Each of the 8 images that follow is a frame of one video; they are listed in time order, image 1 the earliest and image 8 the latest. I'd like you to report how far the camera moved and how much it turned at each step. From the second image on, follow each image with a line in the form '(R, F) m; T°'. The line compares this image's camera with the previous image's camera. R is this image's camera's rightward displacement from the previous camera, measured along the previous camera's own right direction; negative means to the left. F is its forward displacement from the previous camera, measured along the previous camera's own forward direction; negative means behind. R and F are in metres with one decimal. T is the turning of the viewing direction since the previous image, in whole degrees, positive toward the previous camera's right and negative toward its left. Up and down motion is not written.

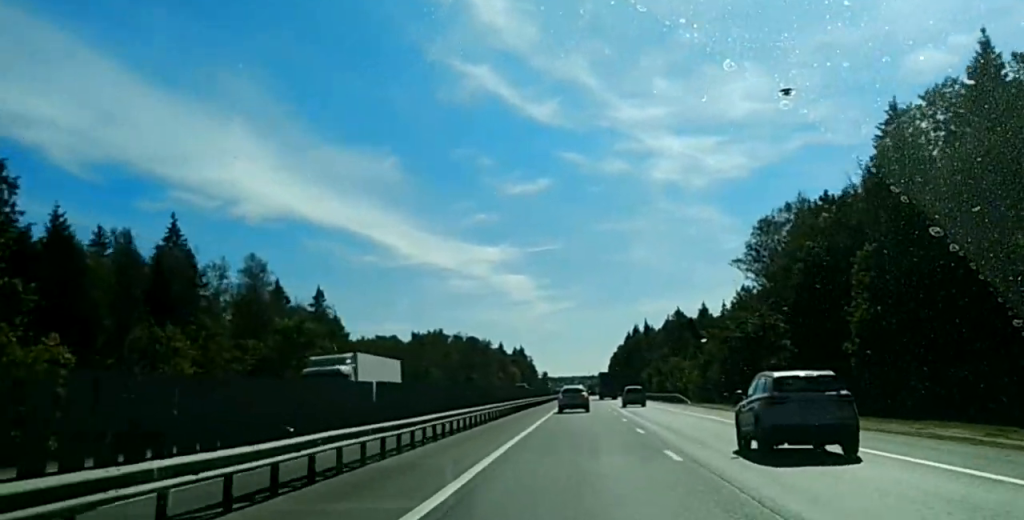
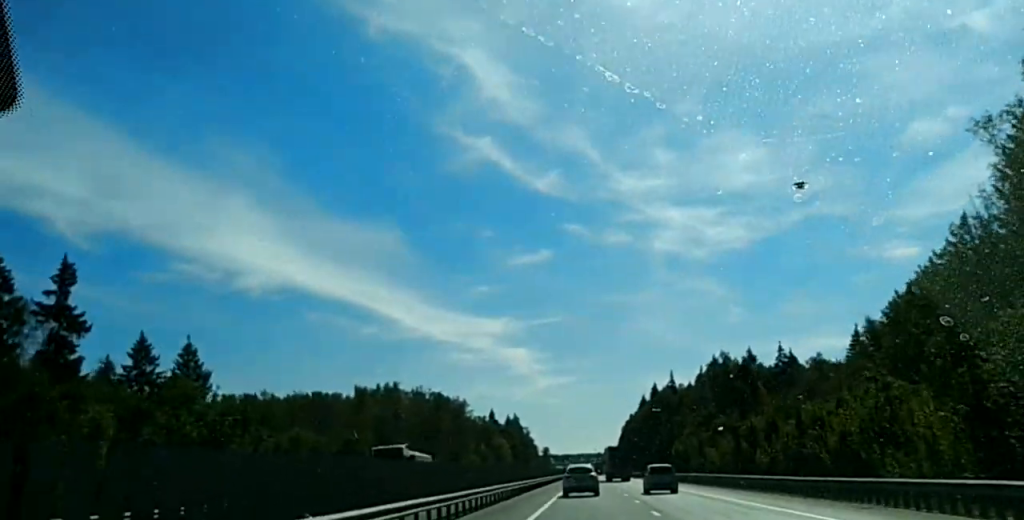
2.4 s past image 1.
(+0.8, +80.3) m; +1°
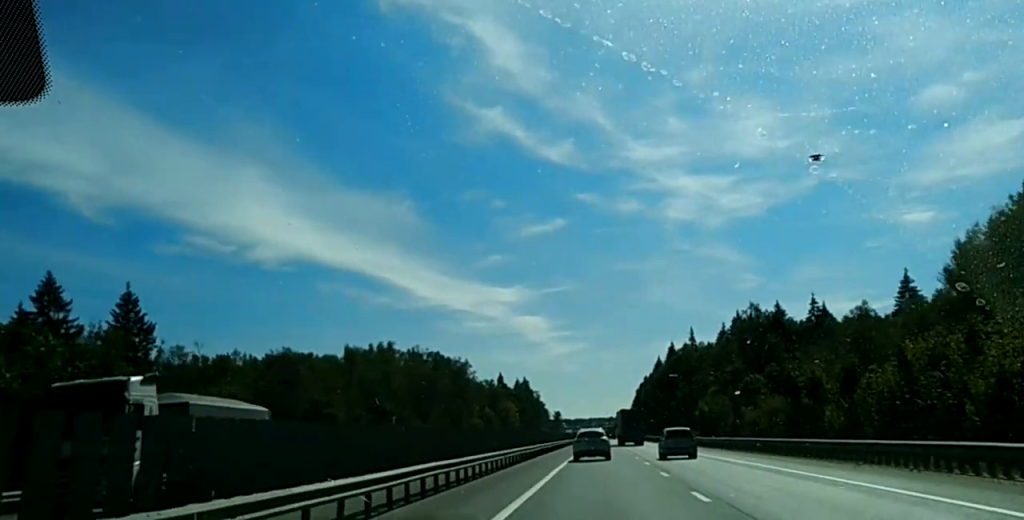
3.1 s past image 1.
(0.0, +21.5) m; +1°
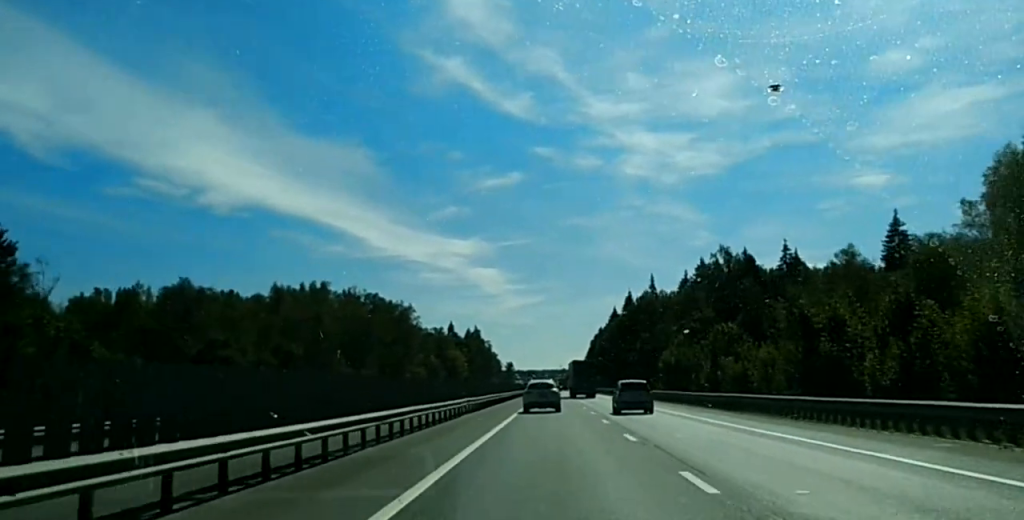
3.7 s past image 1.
(0.0, +18.8) m; 0°
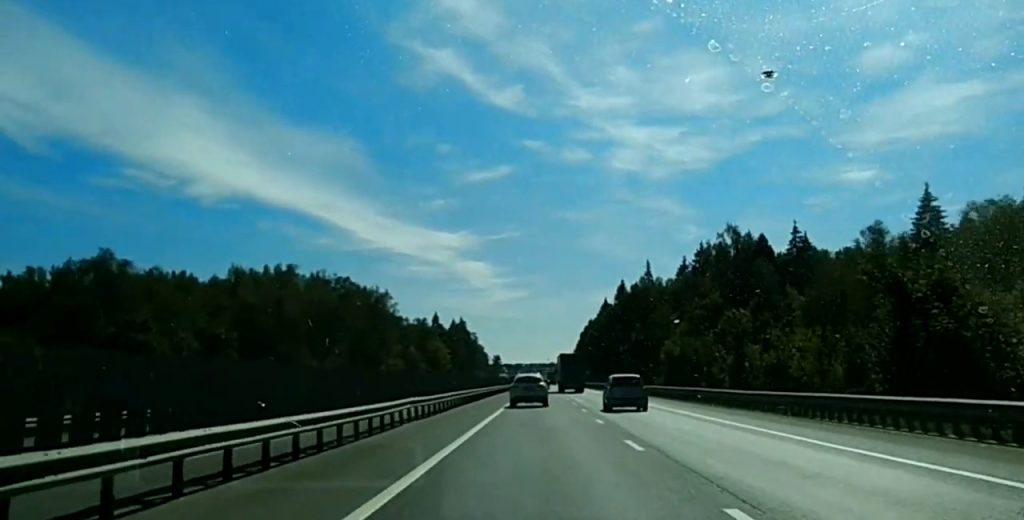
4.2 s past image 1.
(+0.2, +15.9) m; 0°
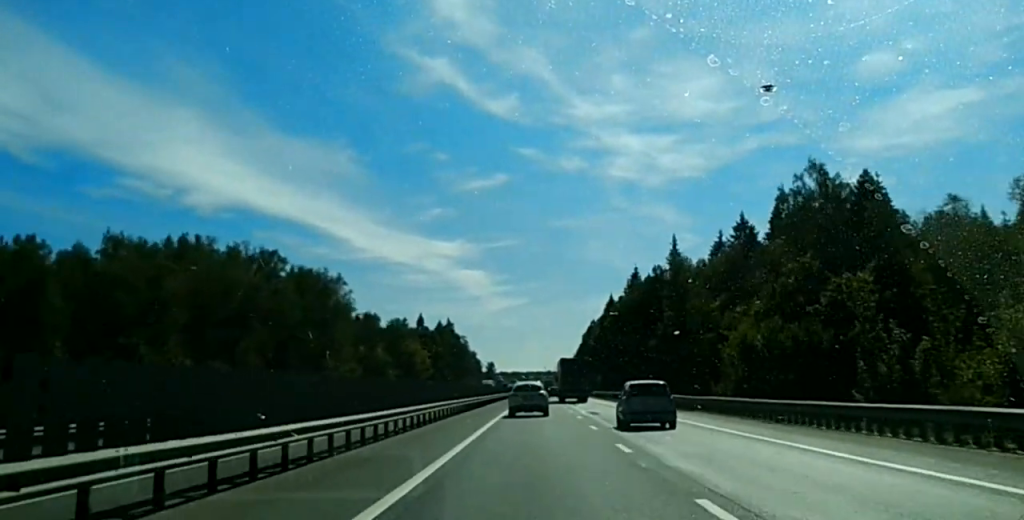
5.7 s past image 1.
(-0.2, +43.2) m; -1°
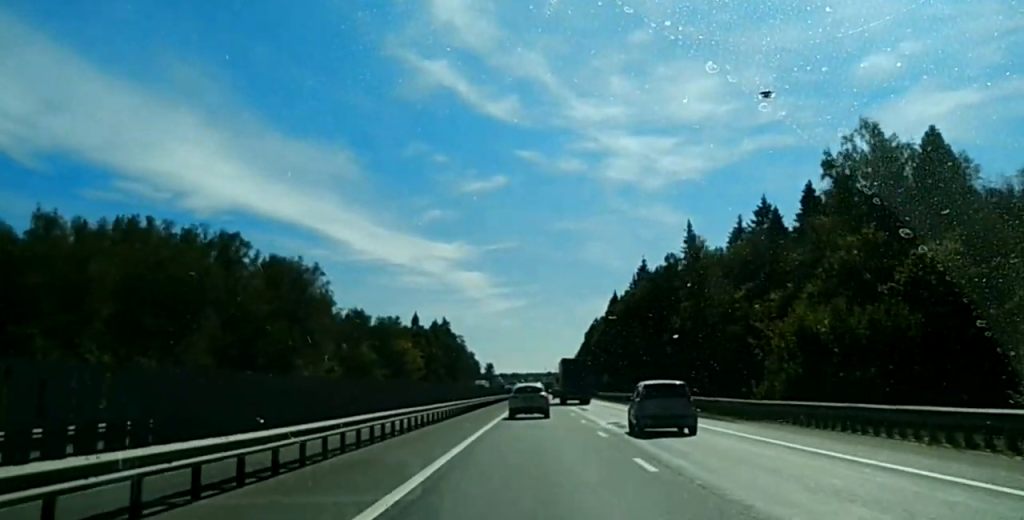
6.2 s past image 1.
(0.0, +15.1) m; 0°
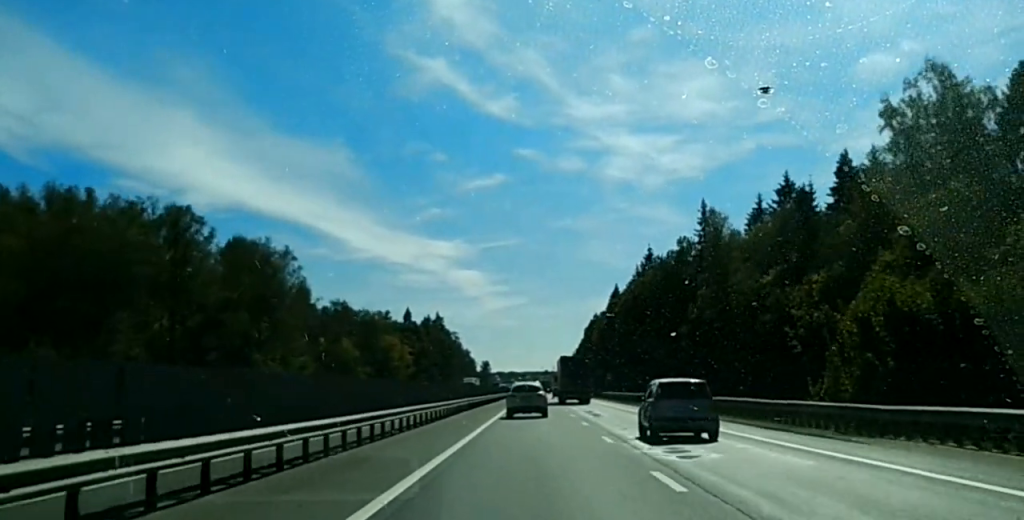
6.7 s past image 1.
(0.0, +13.9) m; 0°
